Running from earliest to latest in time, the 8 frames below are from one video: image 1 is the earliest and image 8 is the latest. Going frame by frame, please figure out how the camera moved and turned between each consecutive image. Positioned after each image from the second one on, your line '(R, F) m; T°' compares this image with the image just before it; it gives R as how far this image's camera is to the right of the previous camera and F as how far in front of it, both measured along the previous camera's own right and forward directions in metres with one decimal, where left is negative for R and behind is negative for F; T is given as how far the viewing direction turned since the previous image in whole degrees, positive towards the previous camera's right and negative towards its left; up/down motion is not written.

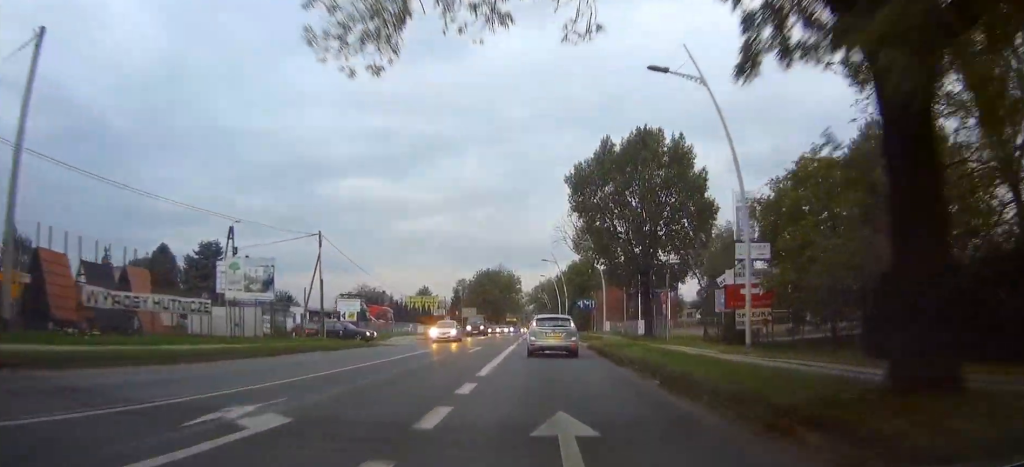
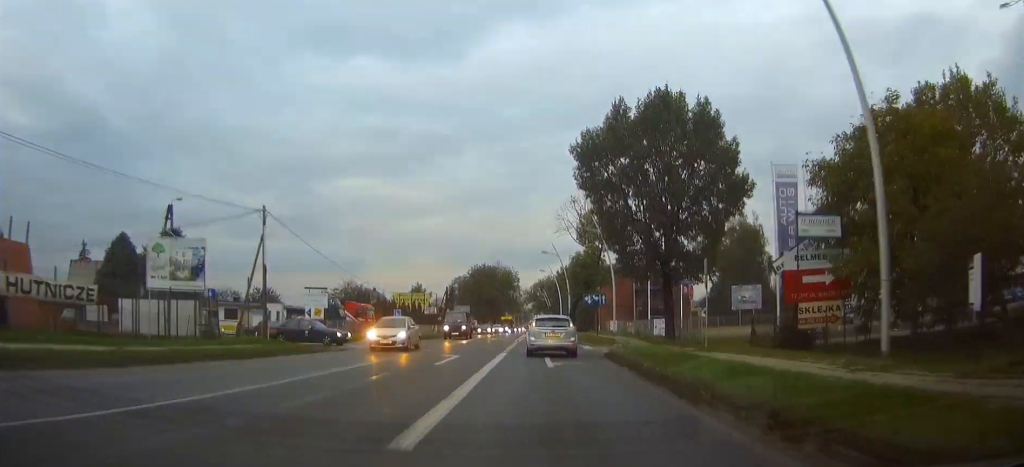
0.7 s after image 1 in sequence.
(0.0, +8.7) m; 0°
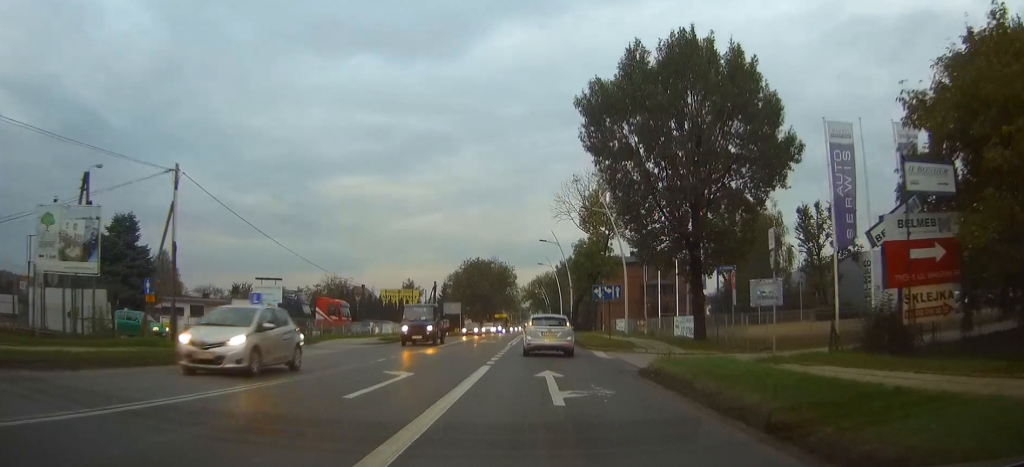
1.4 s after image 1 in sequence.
(+0.1, +8.4) m; 0°
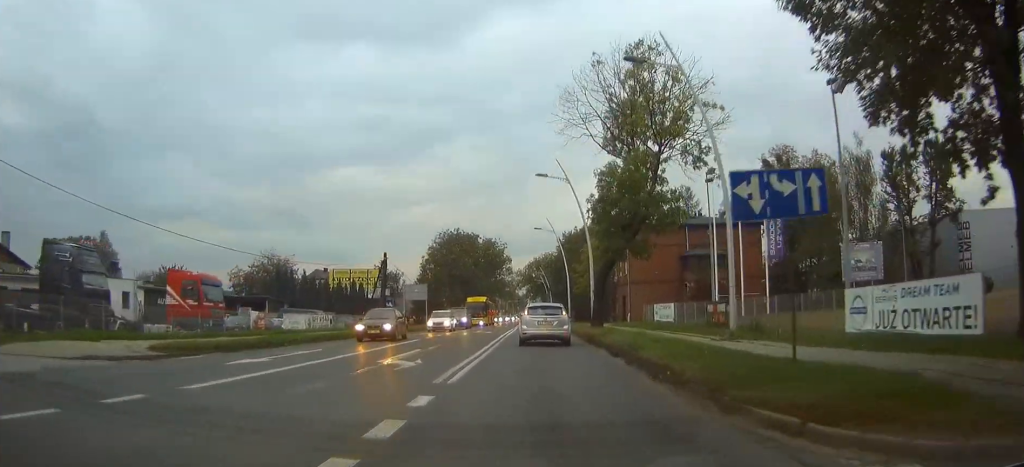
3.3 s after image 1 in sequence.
(-0.2, +25.3) m; -1°
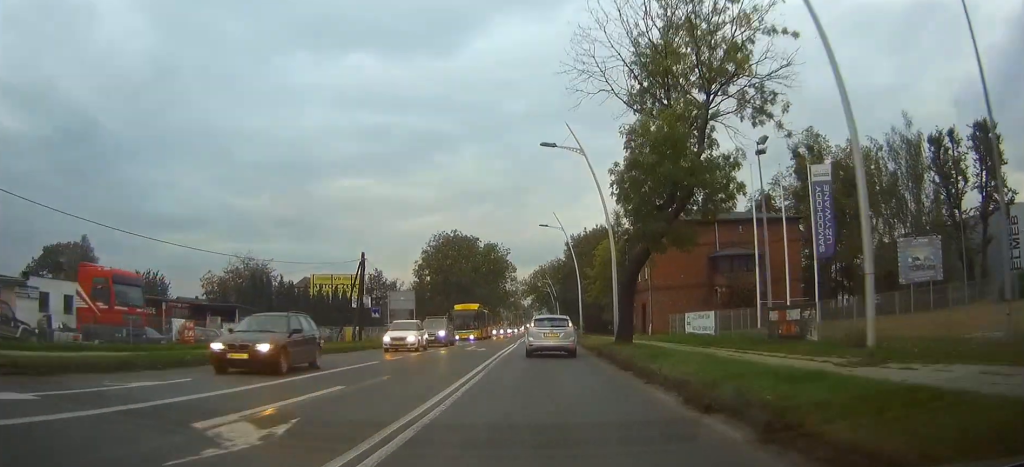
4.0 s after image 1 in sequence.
(0.0, +9.0) m; 0°
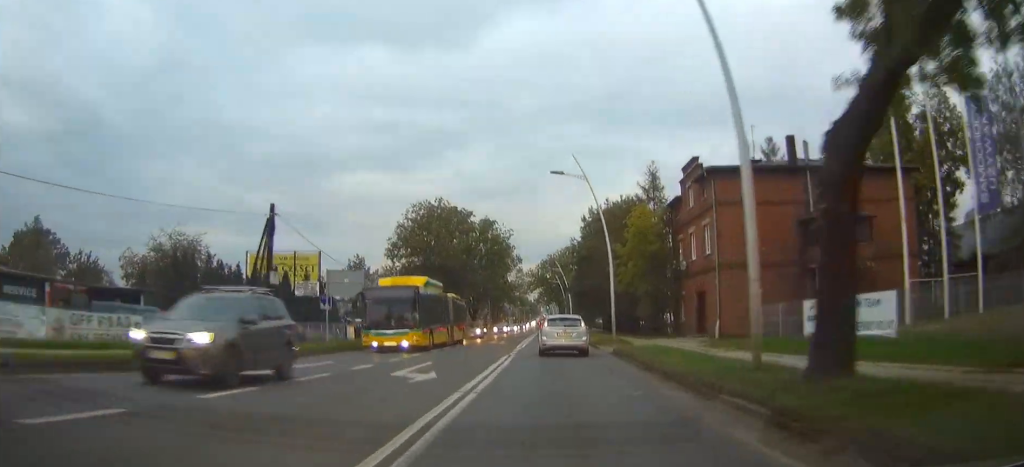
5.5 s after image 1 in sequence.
(0.0, +18.4) m; 0°
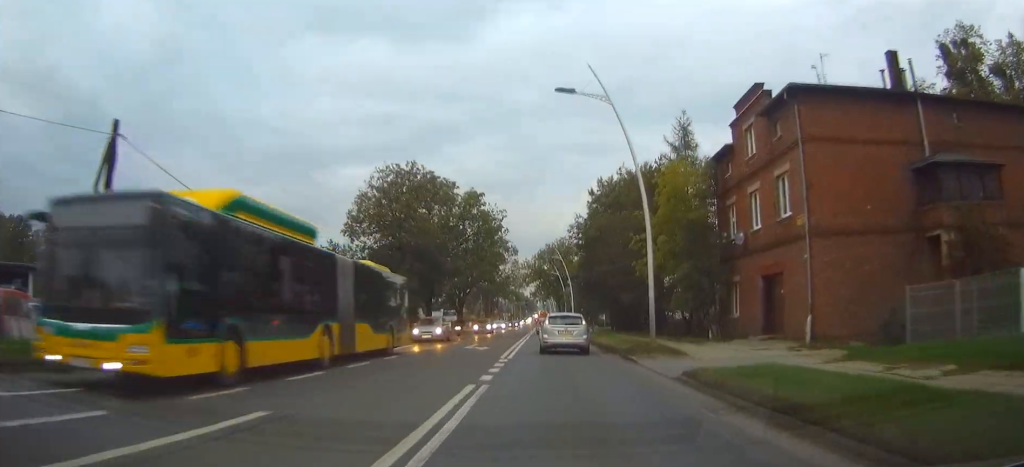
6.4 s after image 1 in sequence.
(-0.1, +12.5) m; 0°
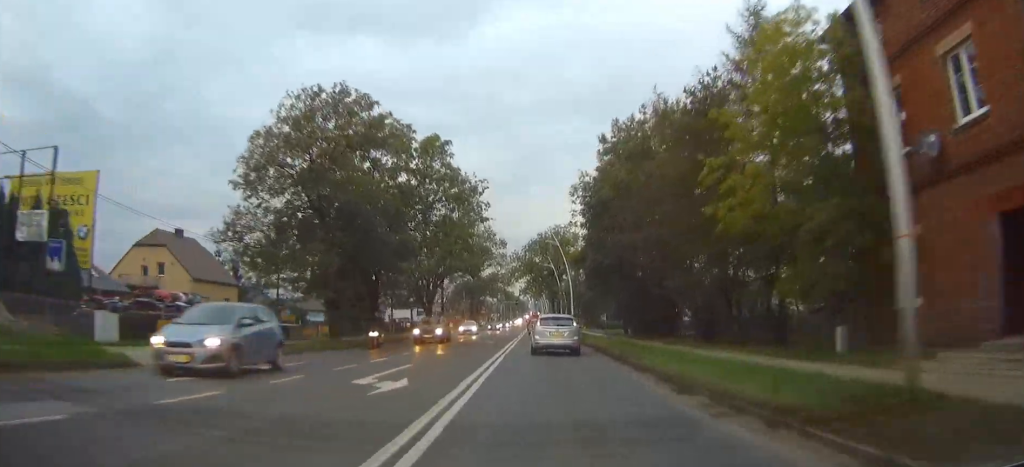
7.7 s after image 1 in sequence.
(+0.2, +16.7) m; 0°
